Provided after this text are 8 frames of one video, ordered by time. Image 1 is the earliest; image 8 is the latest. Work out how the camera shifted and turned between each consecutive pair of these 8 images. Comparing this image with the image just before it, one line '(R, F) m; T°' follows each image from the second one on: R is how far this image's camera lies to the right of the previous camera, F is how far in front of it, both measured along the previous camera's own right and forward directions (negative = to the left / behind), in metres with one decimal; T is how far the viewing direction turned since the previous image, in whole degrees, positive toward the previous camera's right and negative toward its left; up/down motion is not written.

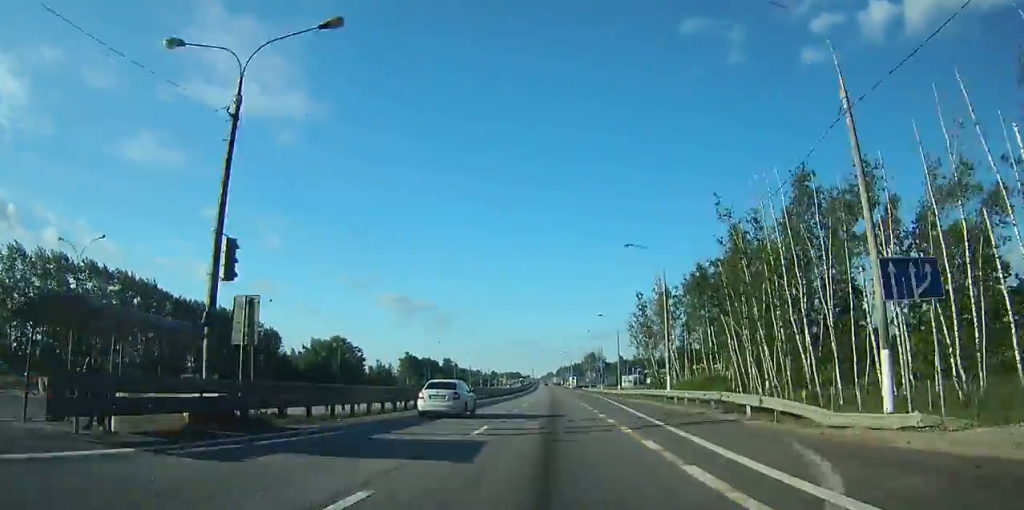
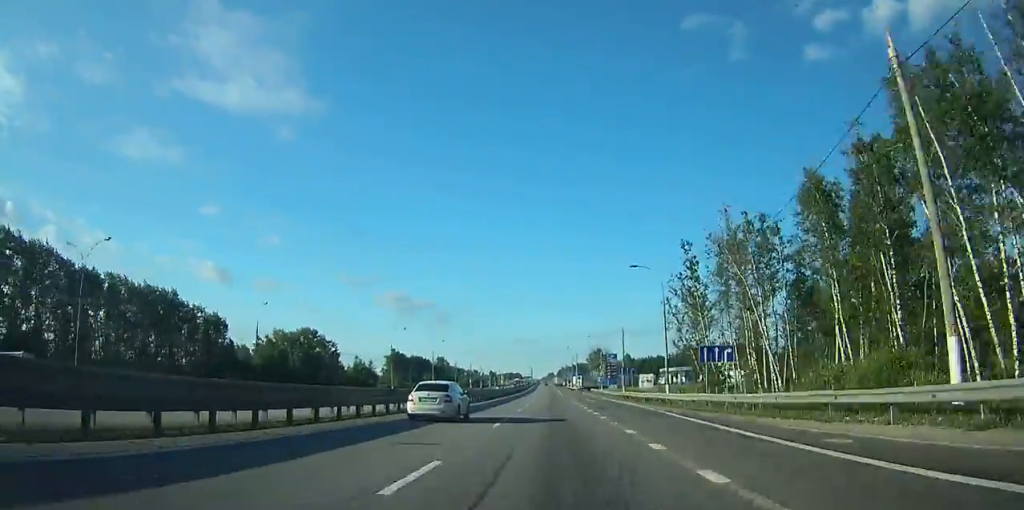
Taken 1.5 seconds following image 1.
(0.0, +29.3) m; 0°
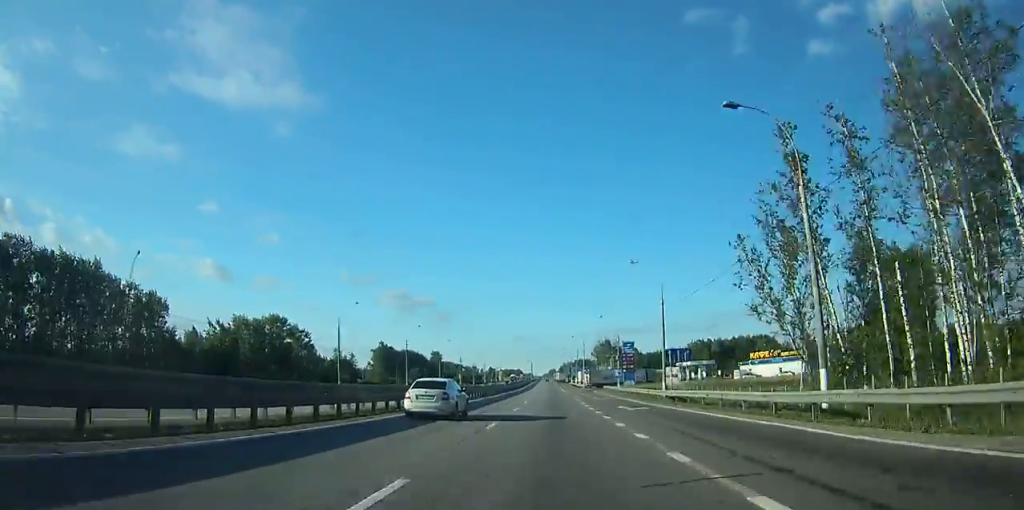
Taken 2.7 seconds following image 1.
(0.0, +24.9) m; 0°
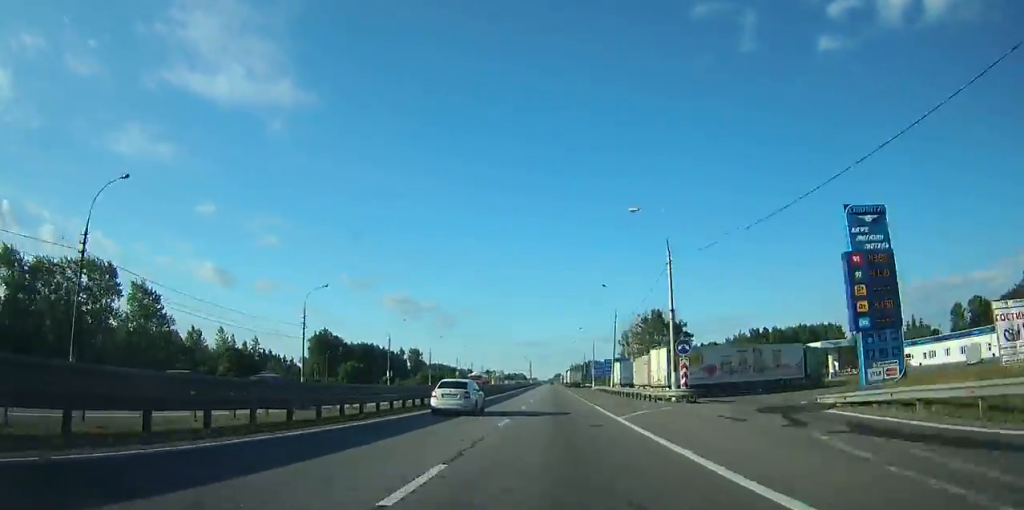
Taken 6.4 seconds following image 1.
(-0.3, +76.5) m; 0°
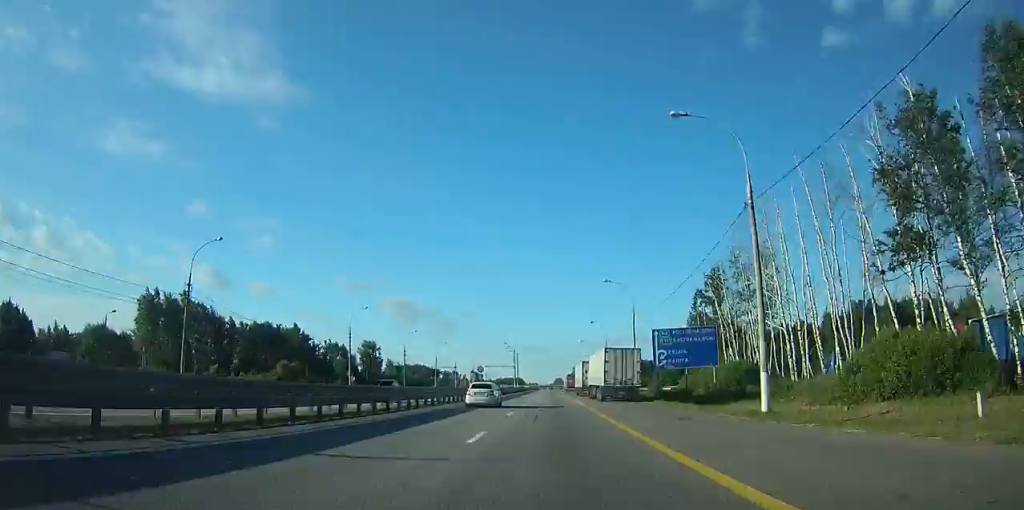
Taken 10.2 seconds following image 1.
(-0.2, +90.2) m; 0°
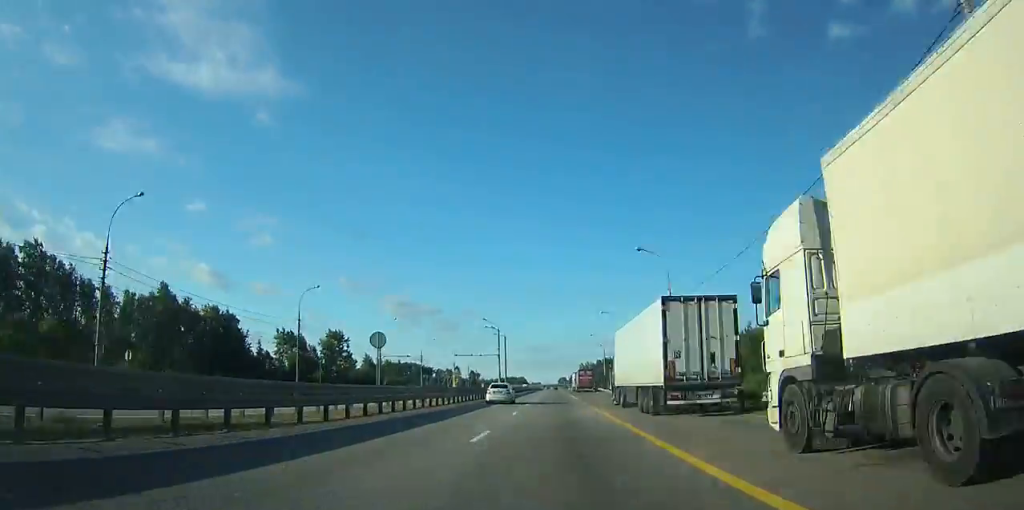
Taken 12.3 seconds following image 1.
(-0.2, +51.5) m; 0°
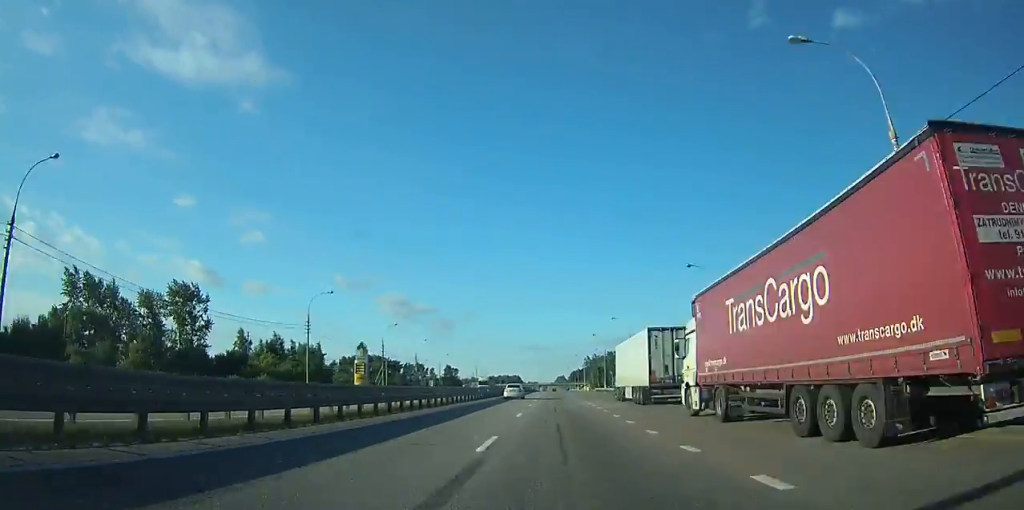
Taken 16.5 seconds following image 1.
(-0.1, +105.8) m; 0°
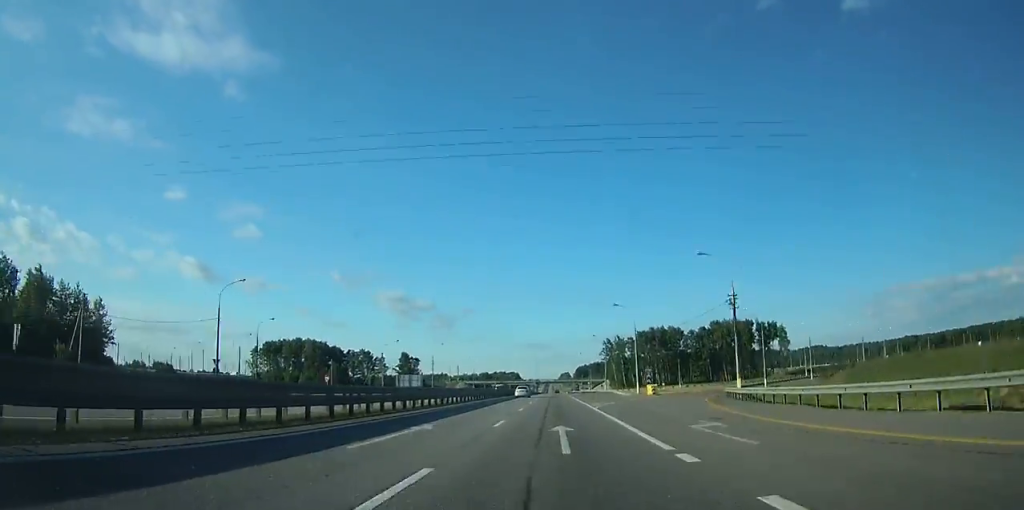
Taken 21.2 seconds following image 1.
(0.0, +123.5) m; 0°
